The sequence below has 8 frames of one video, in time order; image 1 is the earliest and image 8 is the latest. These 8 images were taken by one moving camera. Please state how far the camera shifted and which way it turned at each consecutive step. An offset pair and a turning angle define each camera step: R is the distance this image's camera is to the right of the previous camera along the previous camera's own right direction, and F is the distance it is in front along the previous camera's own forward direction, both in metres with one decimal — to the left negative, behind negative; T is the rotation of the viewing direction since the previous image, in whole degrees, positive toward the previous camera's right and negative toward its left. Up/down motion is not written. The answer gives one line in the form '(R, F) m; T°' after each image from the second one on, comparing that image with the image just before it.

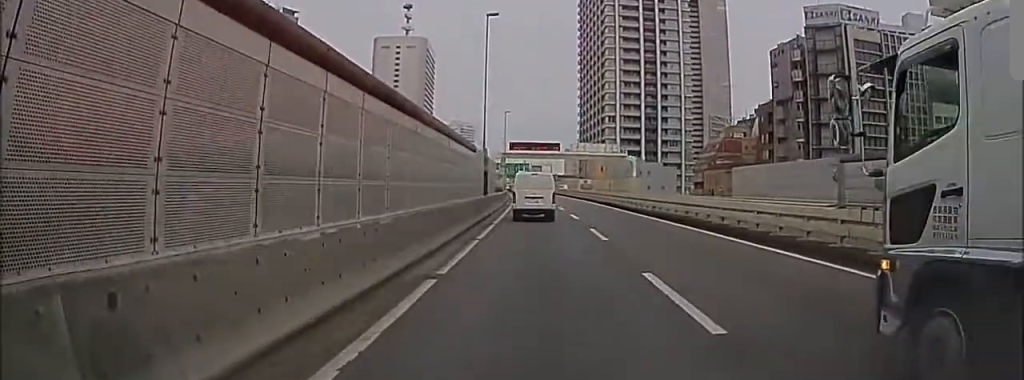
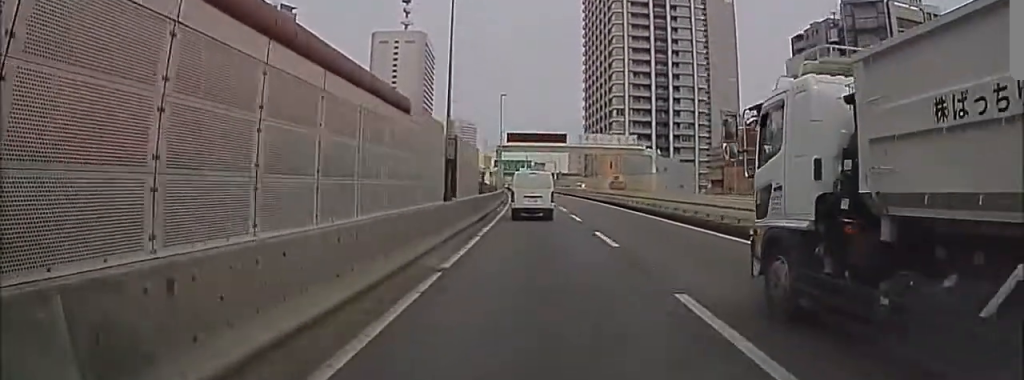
(+0.4, +11.8) m; 0°
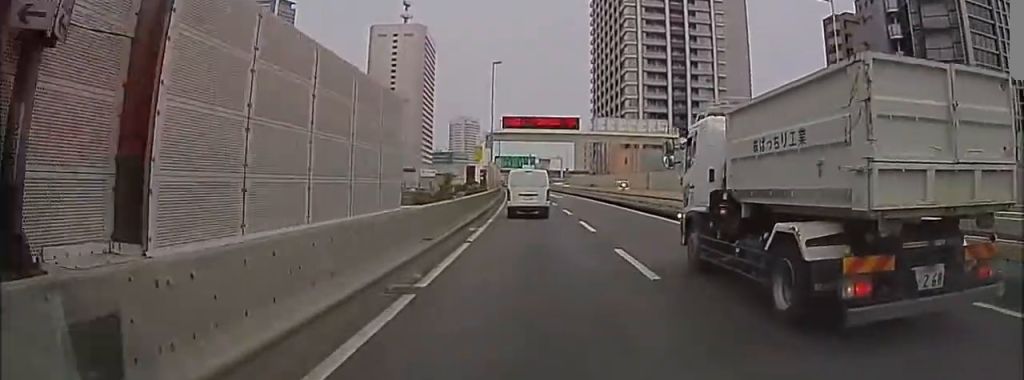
(-0.5, +14.0) m; 0°
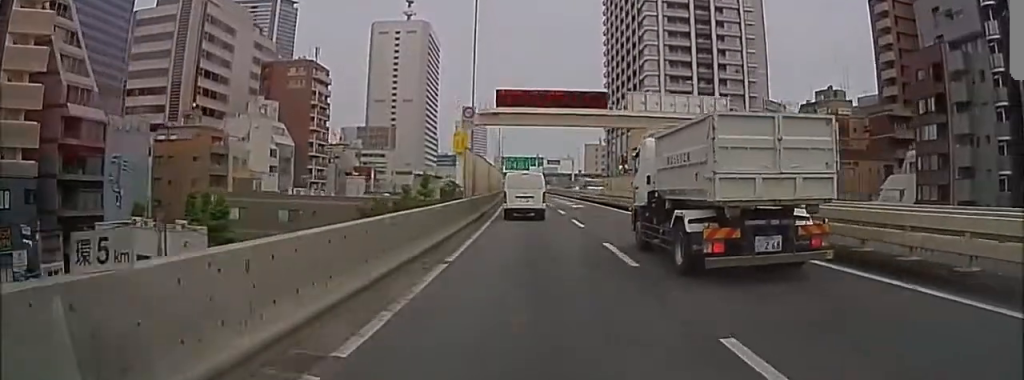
(+0.3, +16.3) m; 0°
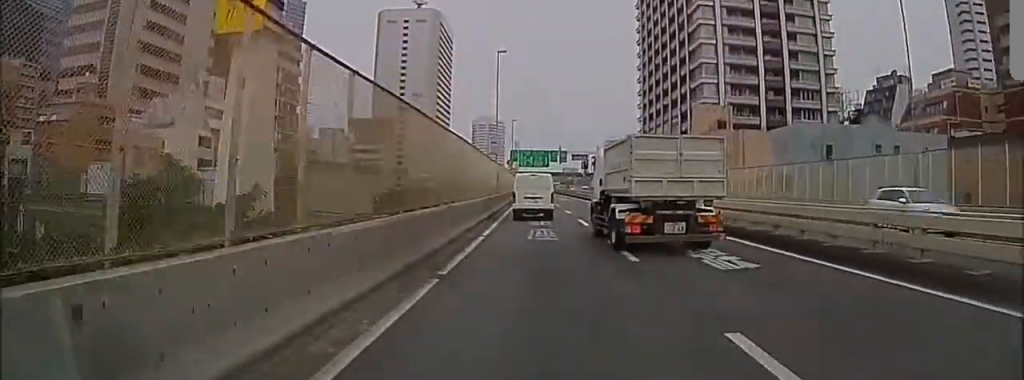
(-0.4, +27.5) m; -1°
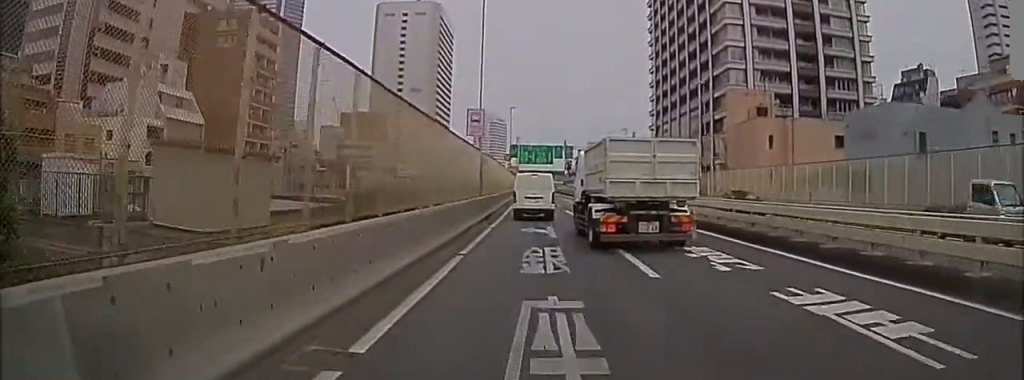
(-0.1, +11.5) m; 0°
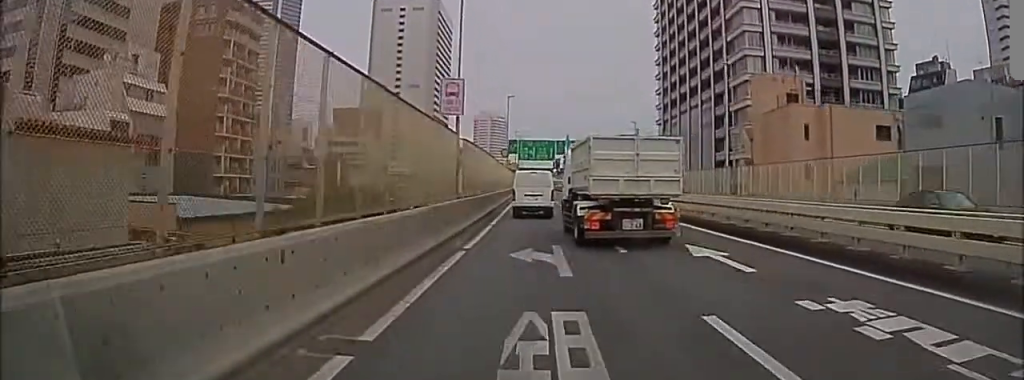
(+0.3, +7.1) m; 0°
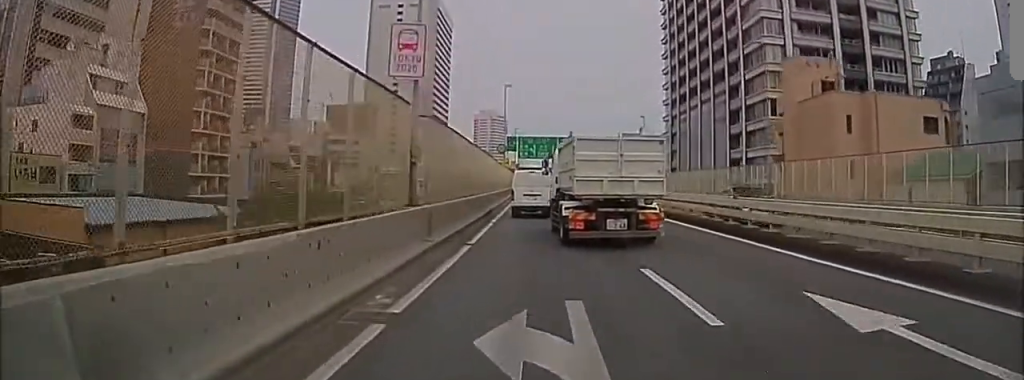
(-0.2, +6.3) m; 0°
